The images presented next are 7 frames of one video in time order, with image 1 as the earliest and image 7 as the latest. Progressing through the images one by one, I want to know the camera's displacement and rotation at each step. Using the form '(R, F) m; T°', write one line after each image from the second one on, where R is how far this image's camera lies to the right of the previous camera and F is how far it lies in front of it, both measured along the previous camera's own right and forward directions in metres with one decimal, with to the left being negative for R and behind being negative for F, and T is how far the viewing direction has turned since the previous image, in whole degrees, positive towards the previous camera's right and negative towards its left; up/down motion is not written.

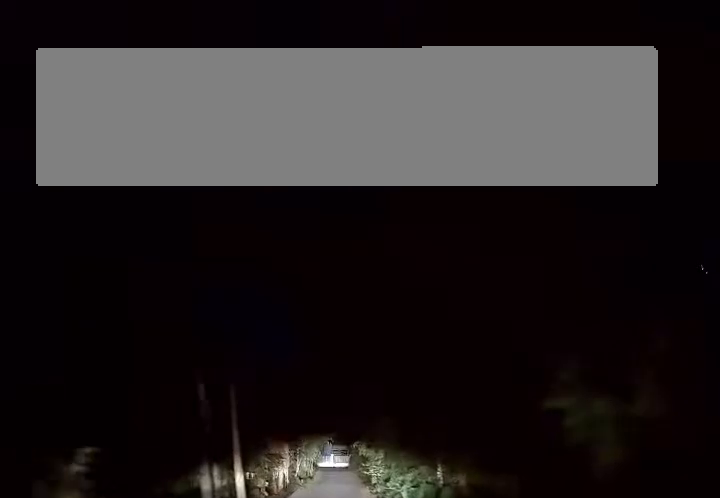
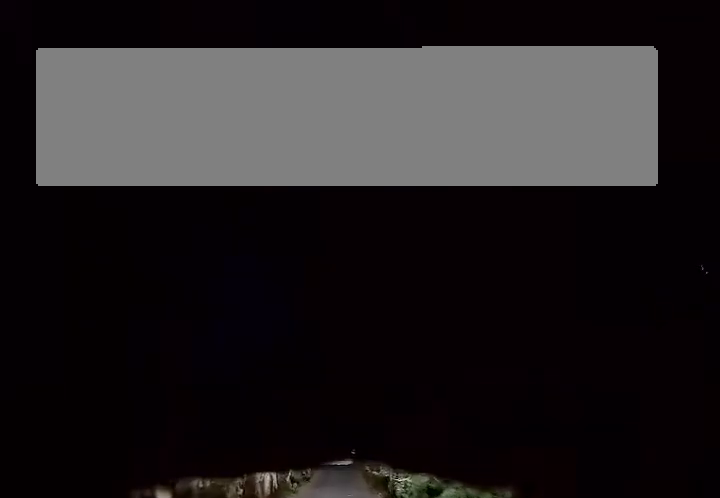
(+0.3, +4.4) m; +5°
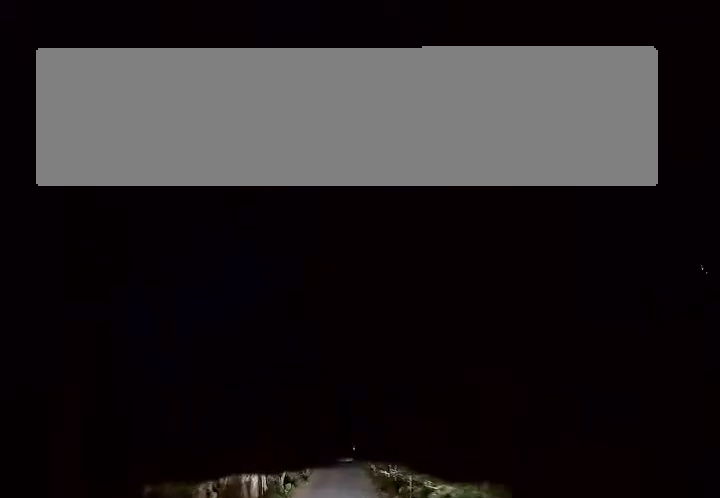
(+0.5, +2.4) m; 0°
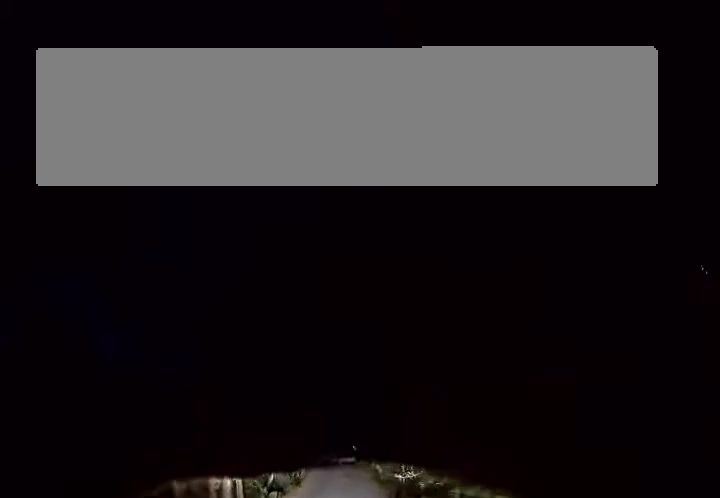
(-0.5, +3.2) m; -7°
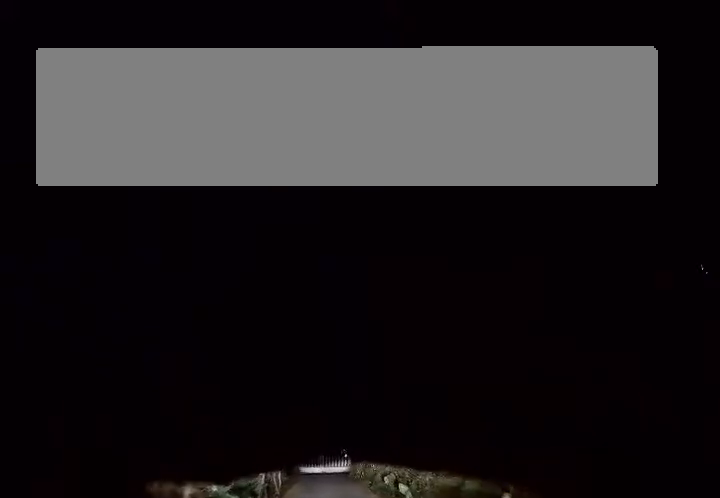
(-0.6, +7.7) m; -4°
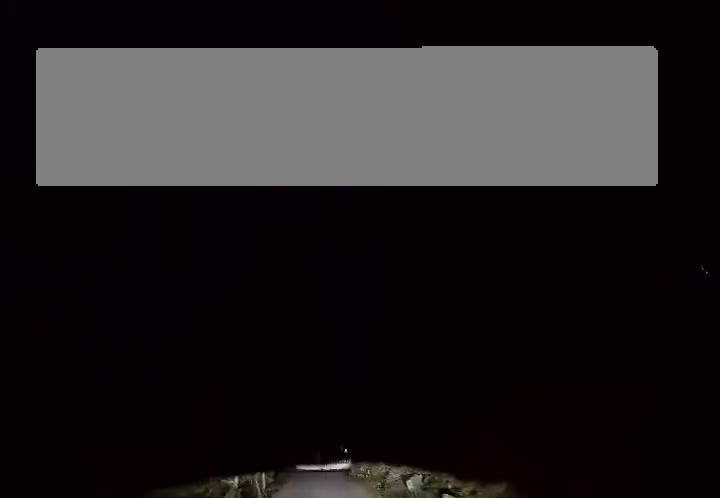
(0.0, +3.7) m; +5°
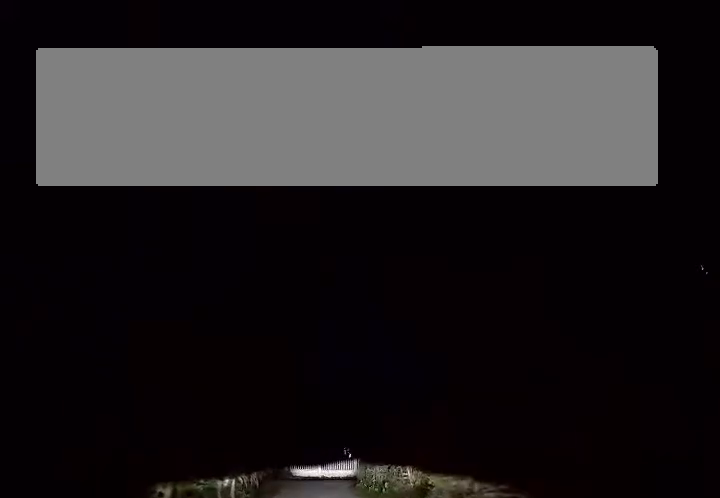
(+0.7, +4.5) m; +9°
